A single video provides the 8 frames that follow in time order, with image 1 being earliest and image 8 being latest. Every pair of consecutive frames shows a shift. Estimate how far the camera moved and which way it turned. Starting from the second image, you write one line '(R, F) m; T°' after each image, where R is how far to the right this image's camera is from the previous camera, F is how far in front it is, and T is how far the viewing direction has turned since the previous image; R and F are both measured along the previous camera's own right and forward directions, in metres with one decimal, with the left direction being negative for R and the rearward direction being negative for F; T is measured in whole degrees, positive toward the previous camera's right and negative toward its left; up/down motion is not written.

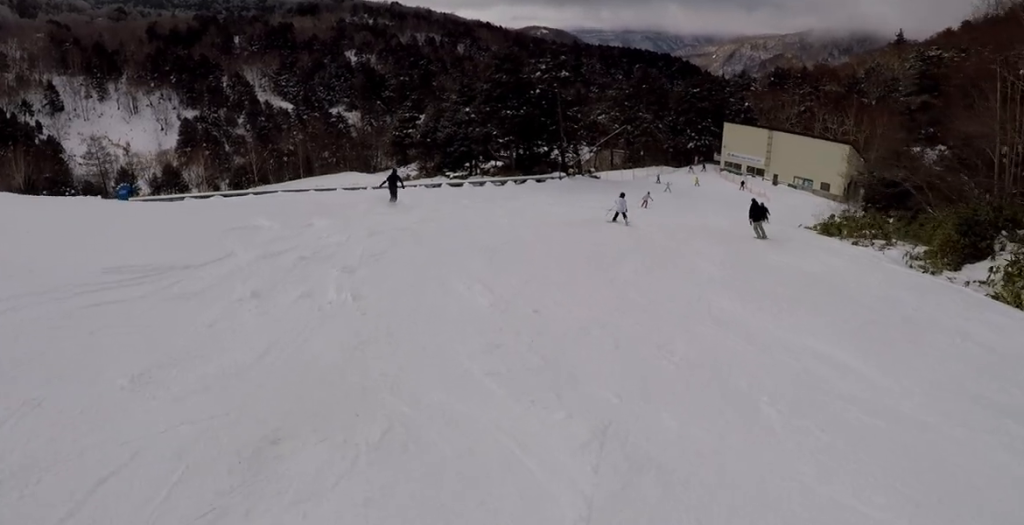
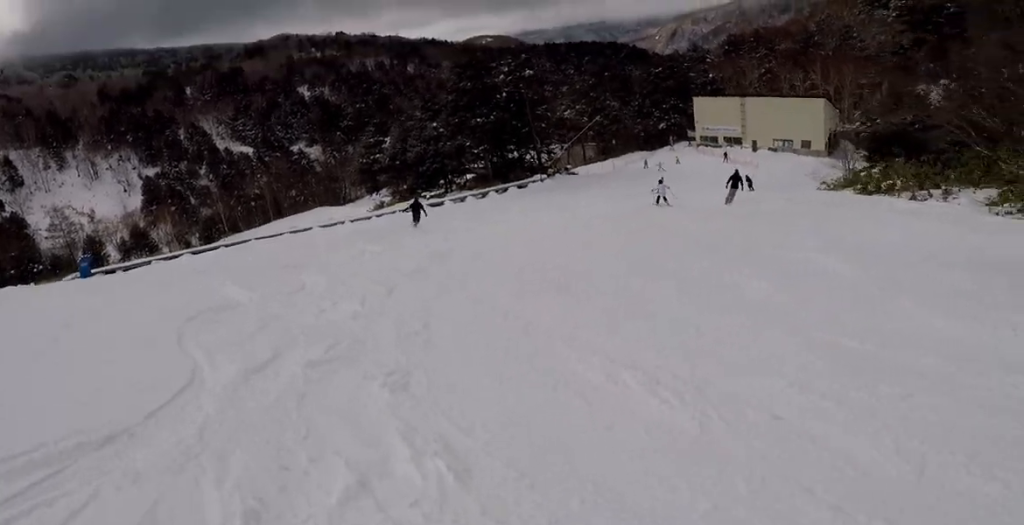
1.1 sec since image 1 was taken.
(+0.2, +4.9) m; +20°
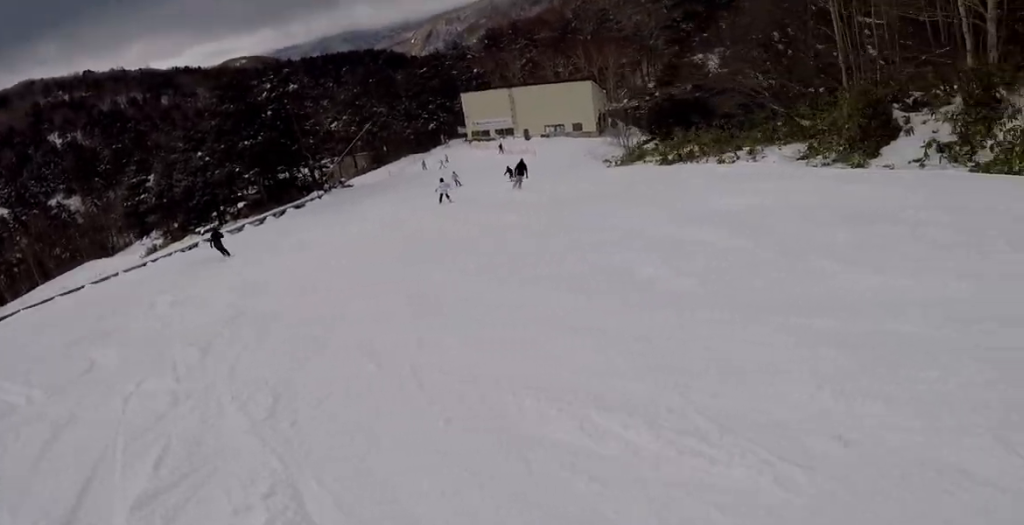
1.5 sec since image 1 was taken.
(+0.5, +2.2) m; +14°
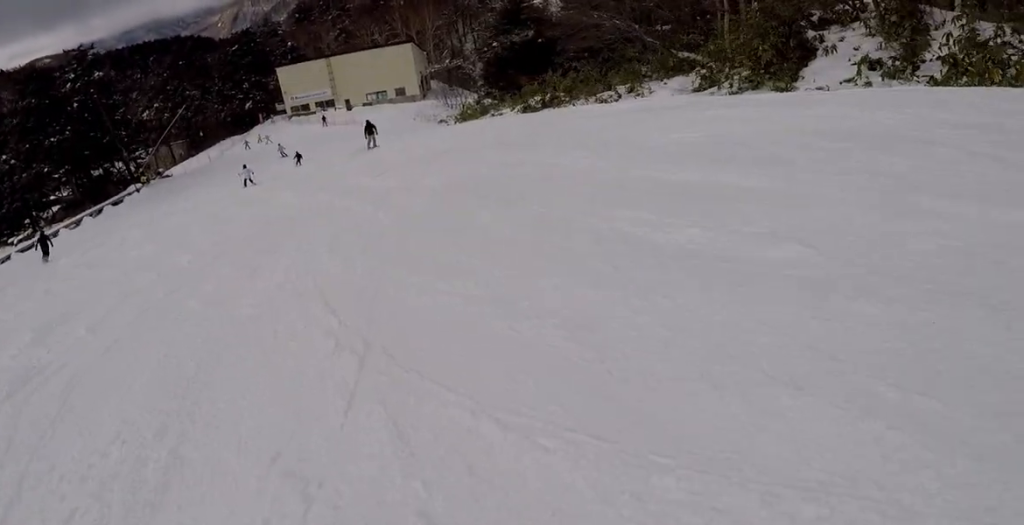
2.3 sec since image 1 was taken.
(+0.8, +3.9) m; +10°
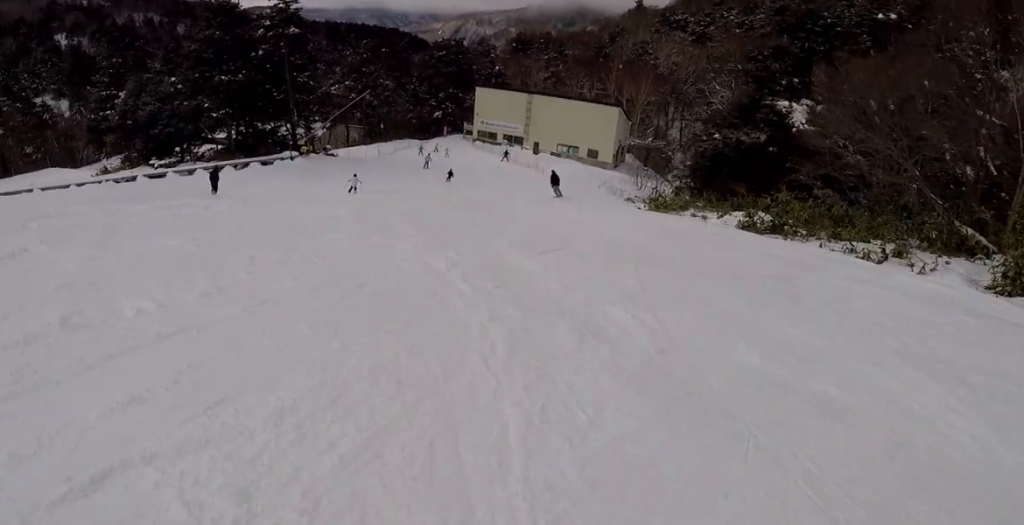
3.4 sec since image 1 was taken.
(0.0, +5.6) m; -9°
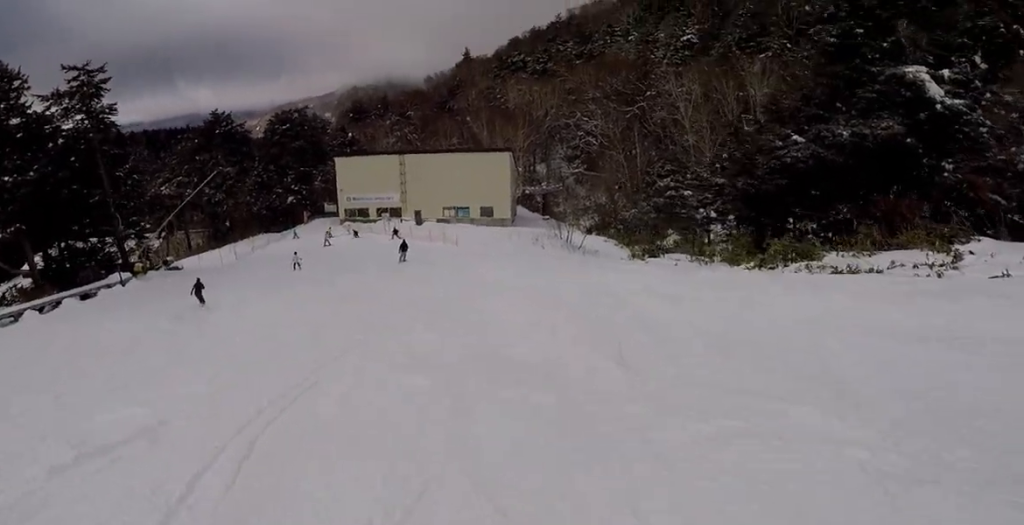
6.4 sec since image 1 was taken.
(+0.5, +18.4) m; +8°
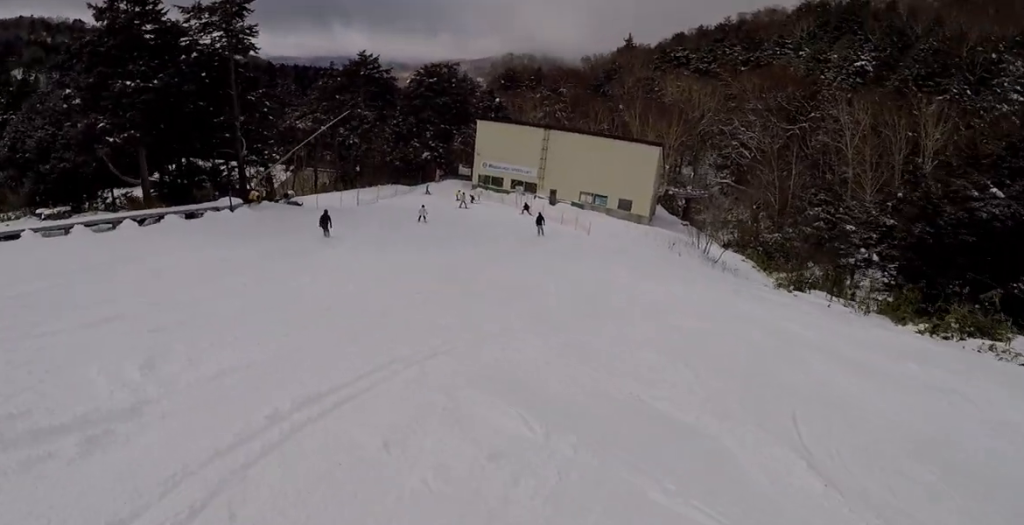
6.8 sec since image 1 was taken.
(+0.6, +2.8) m; -4°
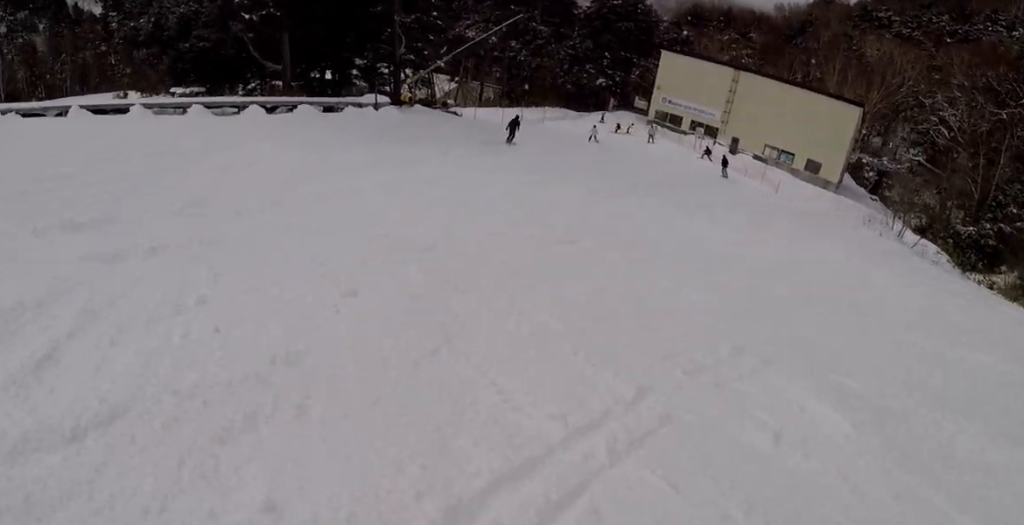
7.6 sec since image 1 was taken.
(-0.9, +4.8) m; -9°
